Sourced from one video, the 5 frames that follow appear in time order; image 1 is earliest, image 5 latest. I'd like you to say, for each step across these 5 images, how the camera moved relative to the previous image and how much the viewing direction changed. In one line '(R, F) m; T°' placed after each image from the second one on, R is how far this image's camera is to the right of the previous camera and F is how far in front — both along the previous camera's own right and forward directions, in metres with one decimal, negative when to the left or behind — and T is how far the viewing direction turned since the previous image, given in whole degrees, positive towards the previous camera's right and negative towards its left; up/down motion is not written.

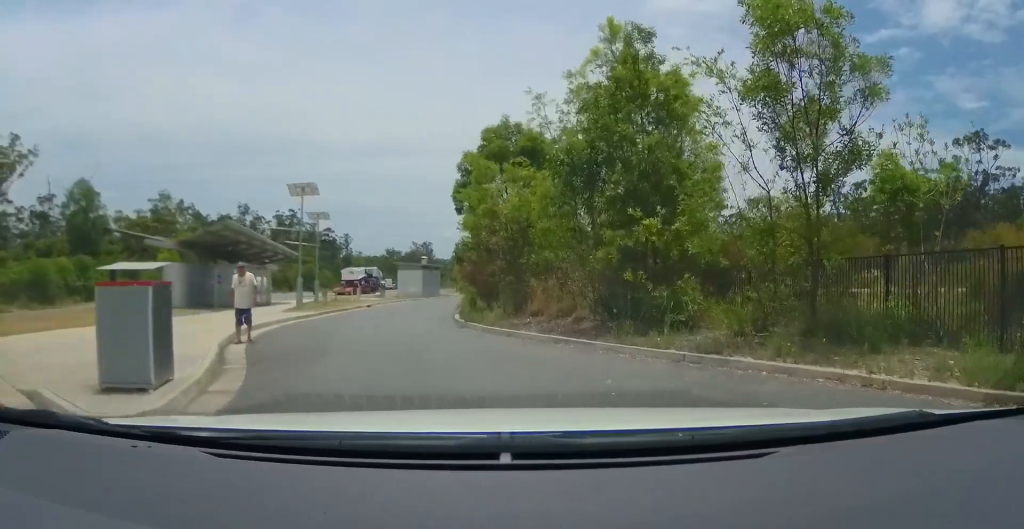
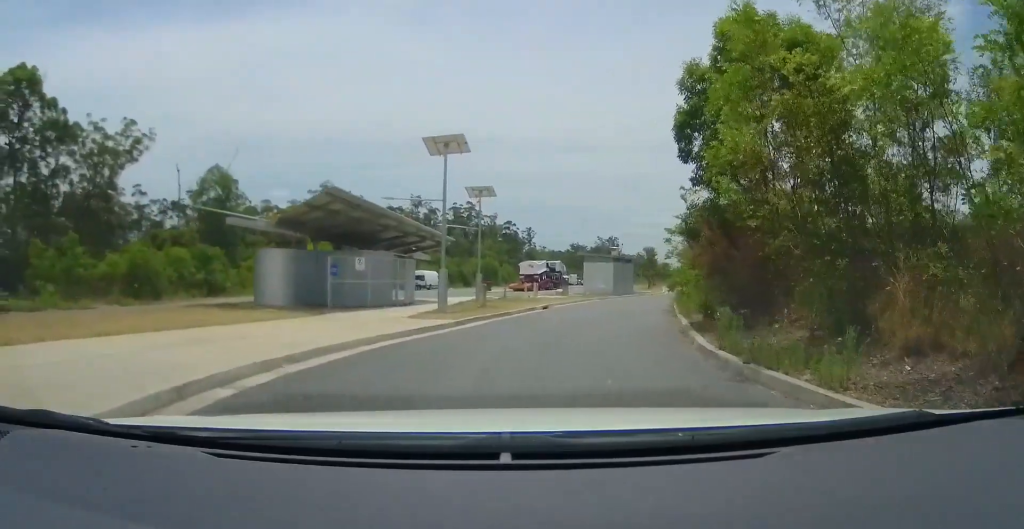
(-2.2, +9.0) m; -17°
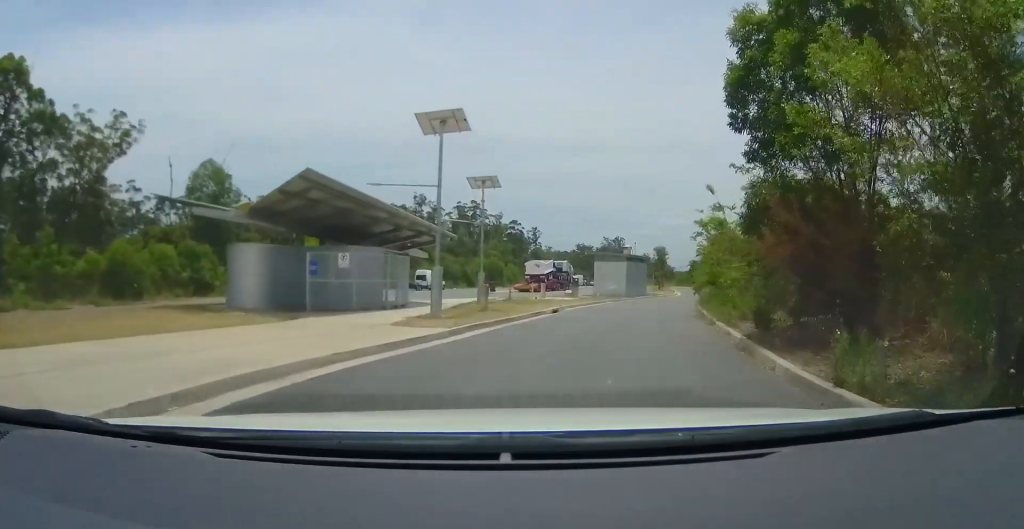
(+0.1, +3.1) m; +1°
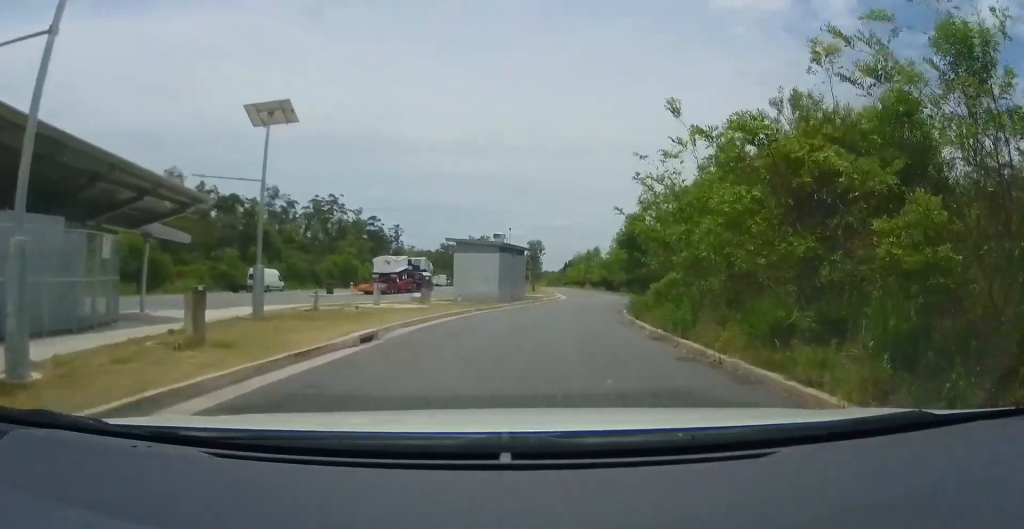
(+1.3, +11.9) m; +12°
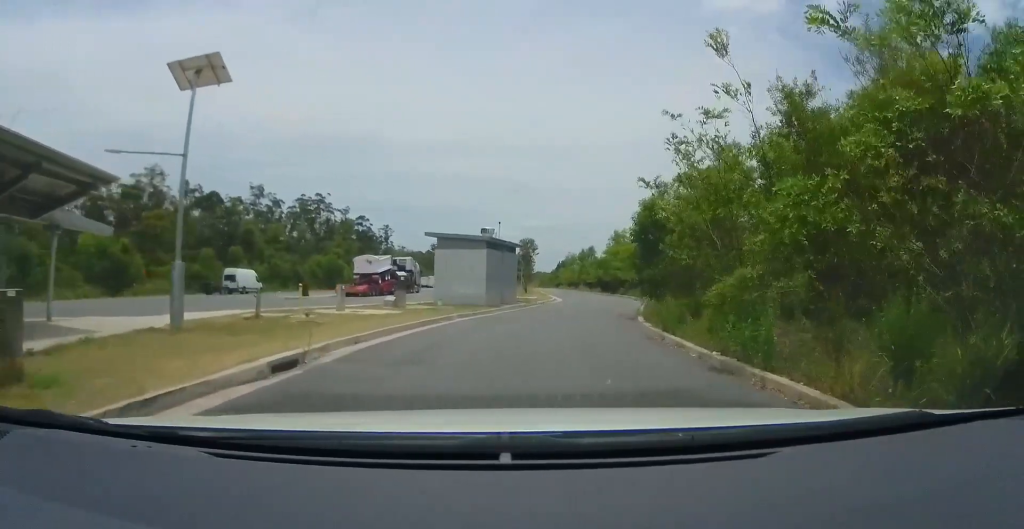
(-0.2, +4.0) m; 0°
